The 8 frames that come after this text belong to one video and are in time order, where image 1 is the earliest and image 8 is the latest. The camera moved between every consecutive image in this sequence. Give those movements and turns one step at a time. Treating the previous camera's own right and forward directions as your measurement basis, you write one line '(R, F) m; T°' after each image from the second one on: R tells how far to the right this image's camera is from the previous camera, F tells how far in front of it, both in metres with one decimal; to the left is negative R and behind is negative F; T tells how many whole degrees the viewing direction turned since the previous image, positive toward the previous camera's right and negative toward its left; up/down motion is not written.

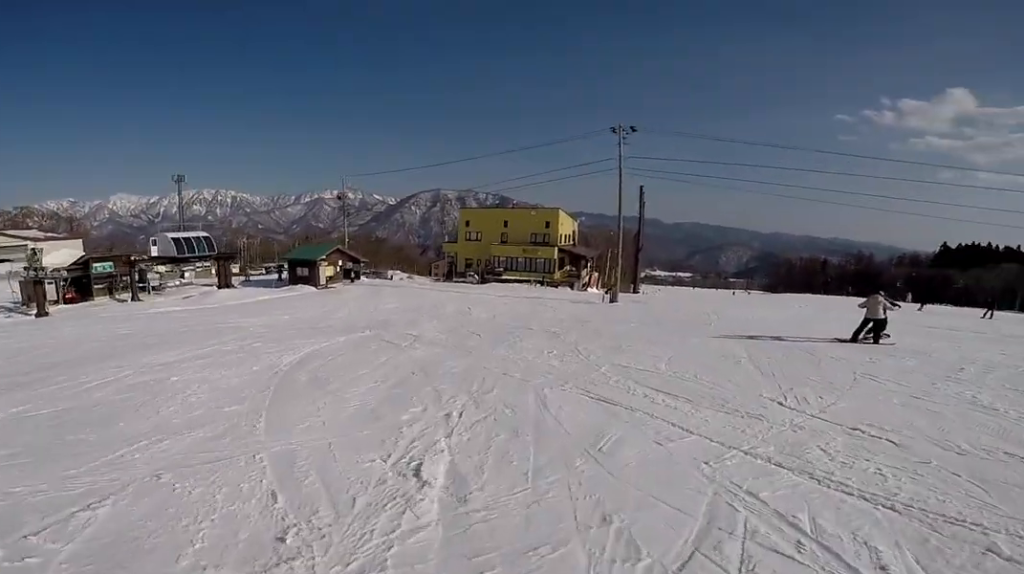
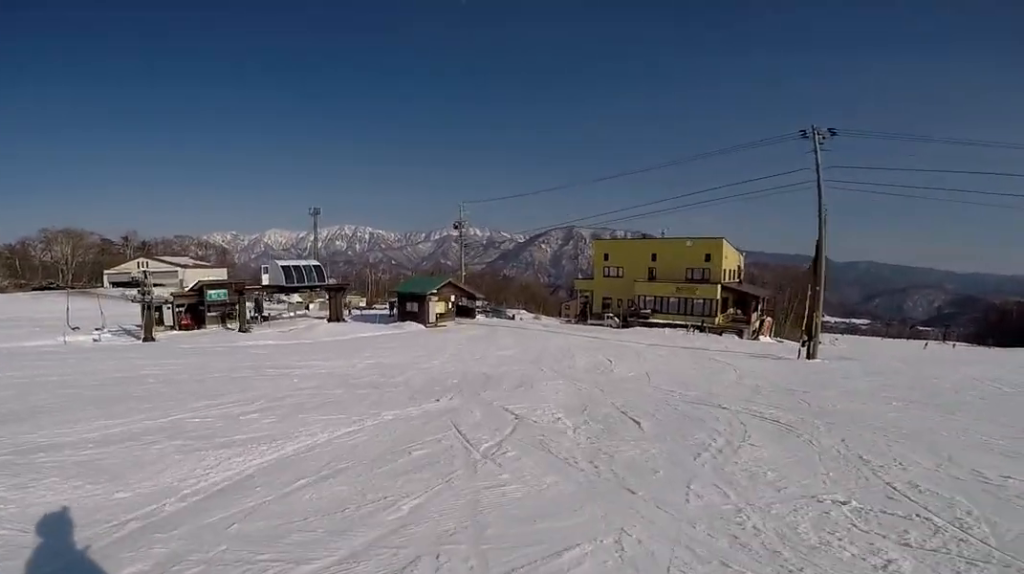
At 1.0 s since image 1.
(-2.2, +5.8) m; -5°
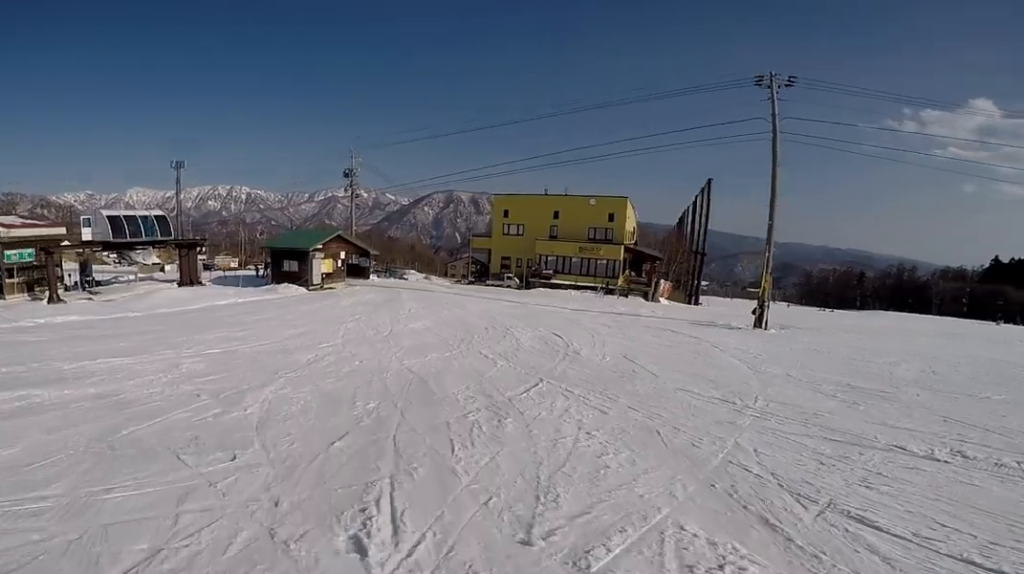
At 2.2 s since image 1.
(+1.8, +7.3) m; +15°
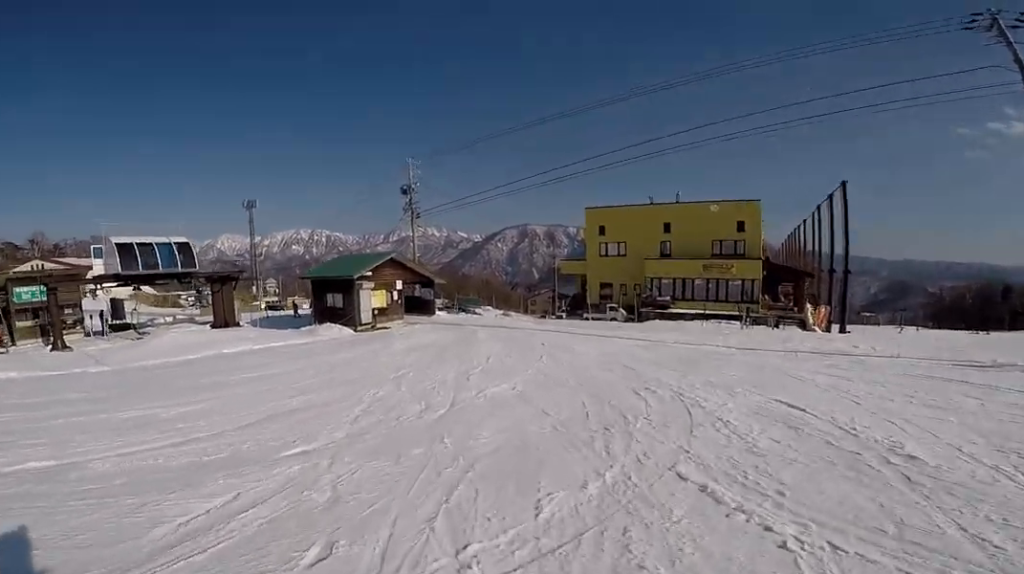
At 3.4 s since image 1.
(-0.3, +7.6) m; -8°
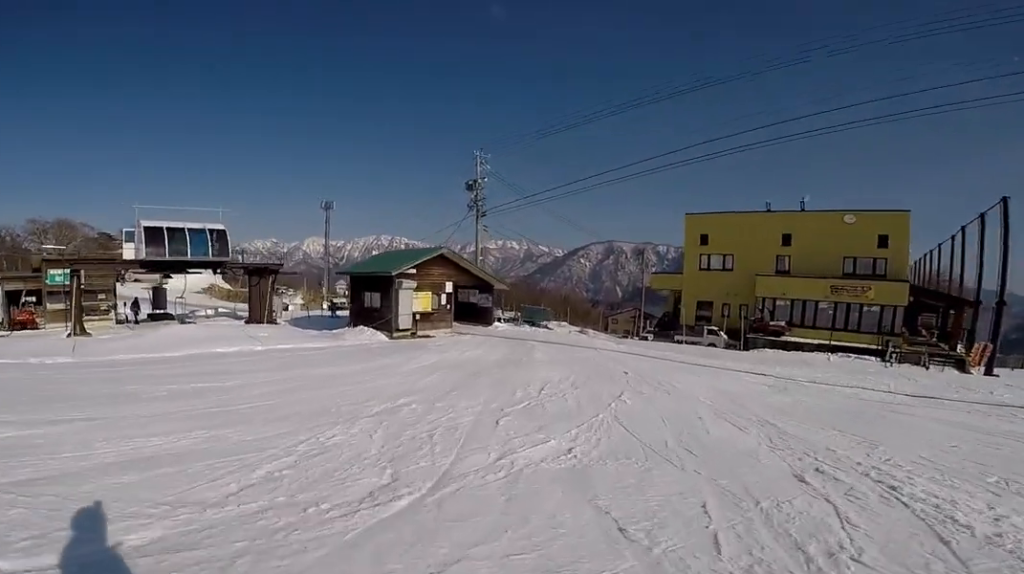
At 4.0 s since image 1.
(0.0, +3.9) m; -8°
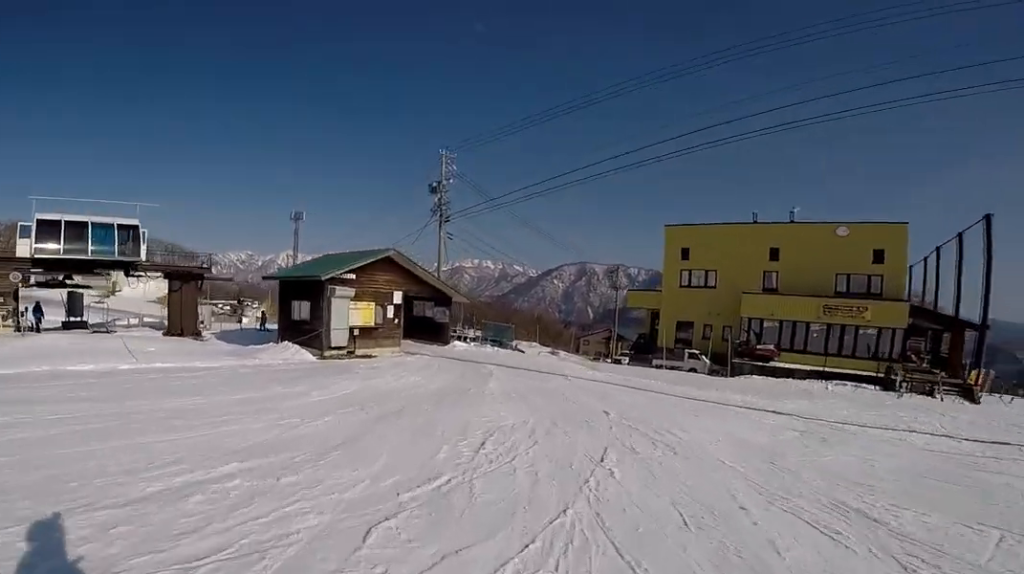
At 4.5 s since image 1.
(-0.5, +3.0) m; -6°
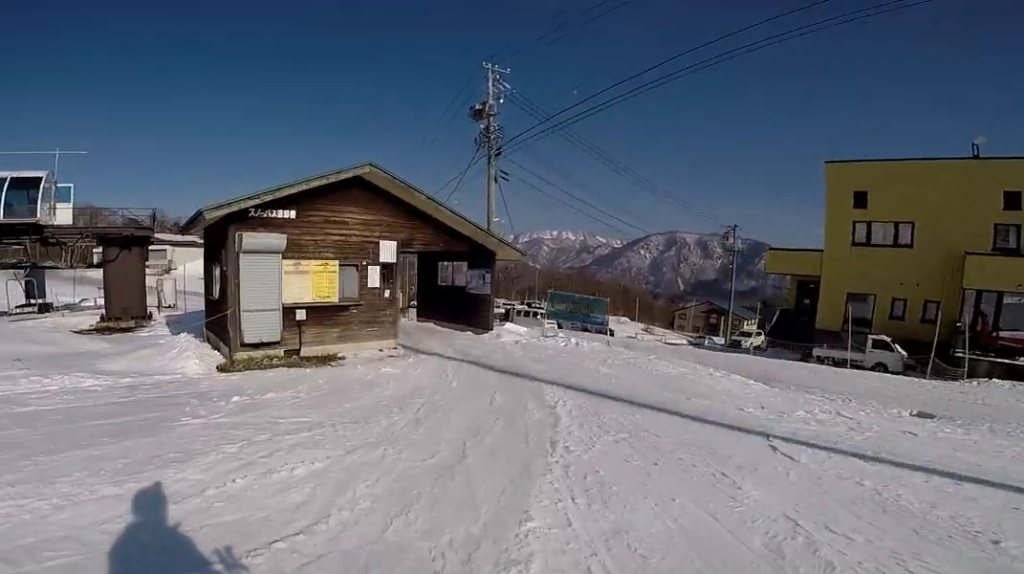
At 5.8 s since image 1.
(-0.8, +6.9) m; -7°
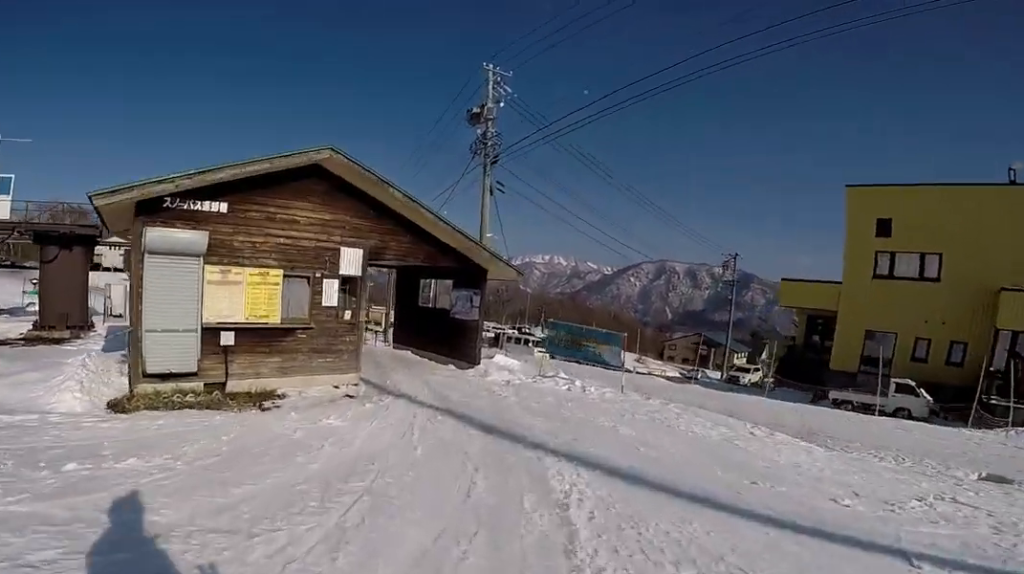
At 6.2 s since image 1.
(0.0, +1.9) m; -1°
